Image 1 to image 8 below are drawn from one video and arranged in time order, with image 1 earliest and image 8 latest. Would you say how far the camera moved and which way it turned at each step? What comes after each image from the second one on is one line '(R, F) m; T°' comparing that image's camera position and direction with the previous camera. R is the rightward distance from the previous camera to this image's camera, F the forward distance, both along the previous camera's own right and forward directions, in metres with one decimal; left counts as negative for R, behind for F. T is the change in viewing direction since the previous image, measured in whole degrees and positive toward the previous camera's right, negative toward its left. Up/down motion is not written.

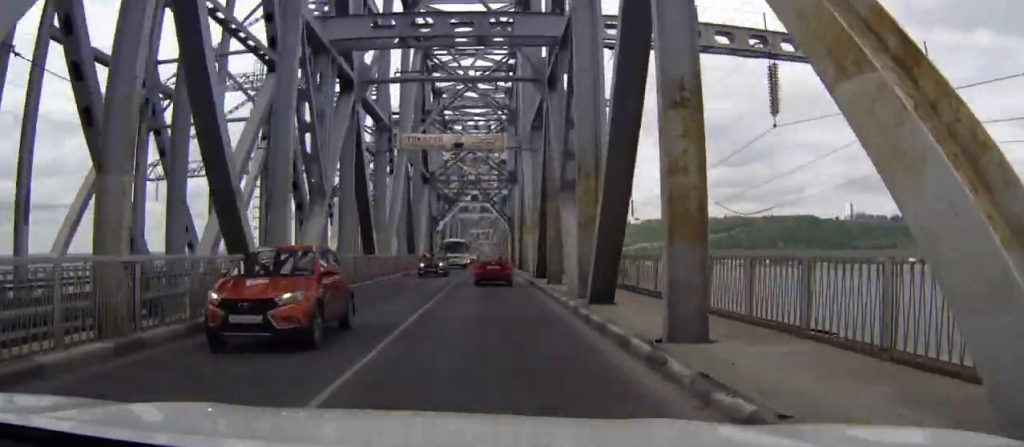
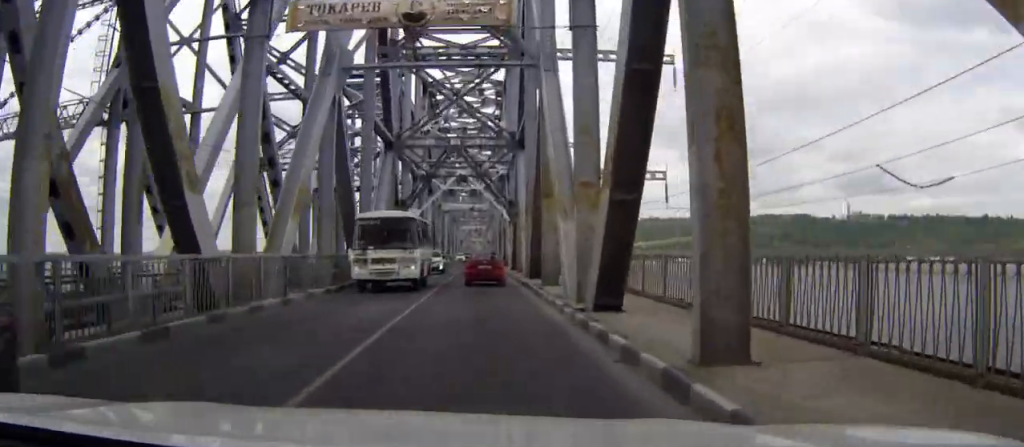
(0.0, +21.8) m; -1°
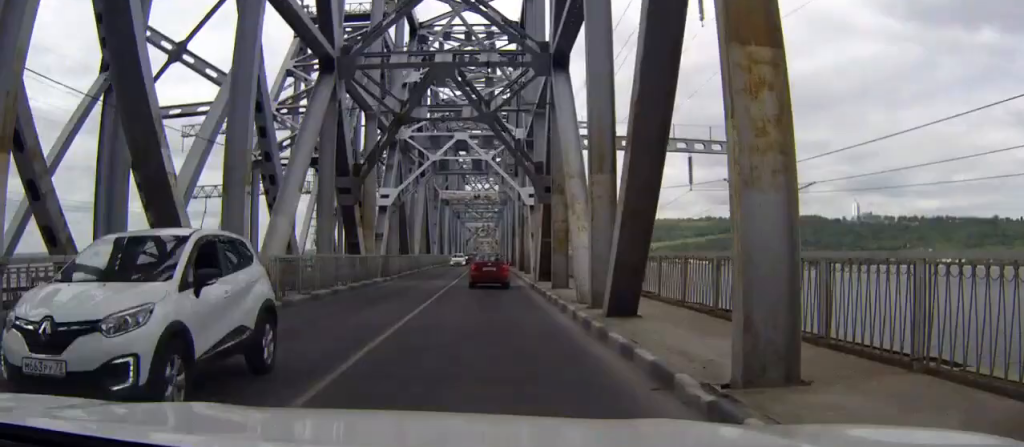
(-0.1, +20.7) m; 0°
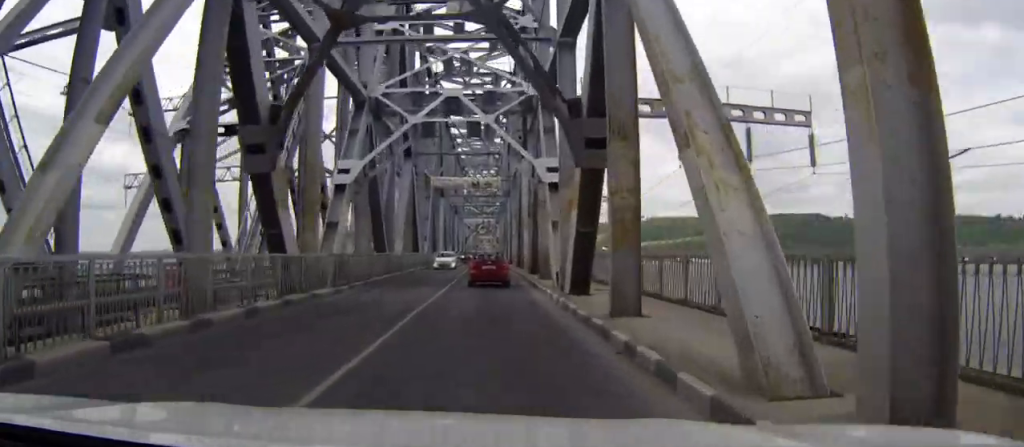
(0.0, +12.3) m; 0°
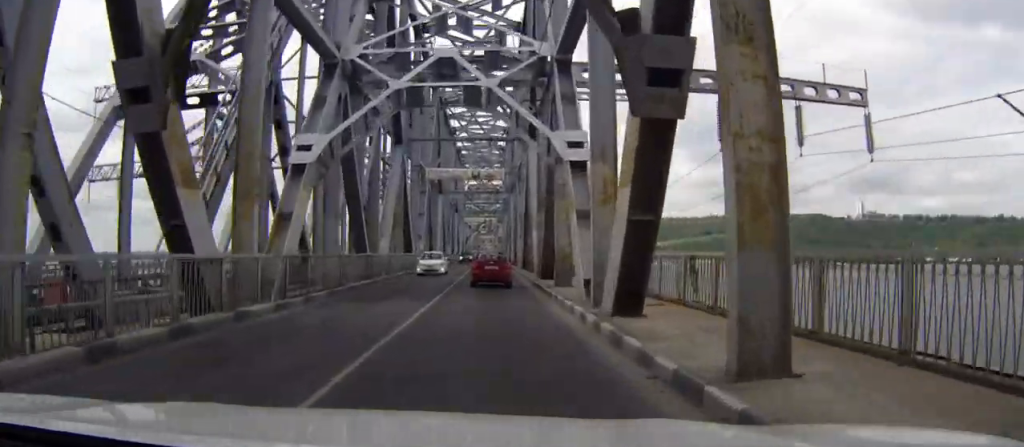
(0.0, +7.0) m; 0°
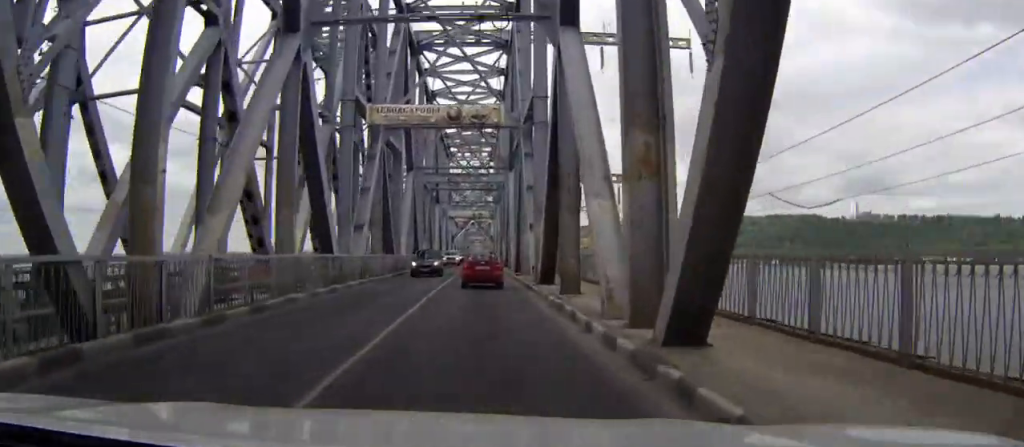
(0.0, +25.0) m; +2°
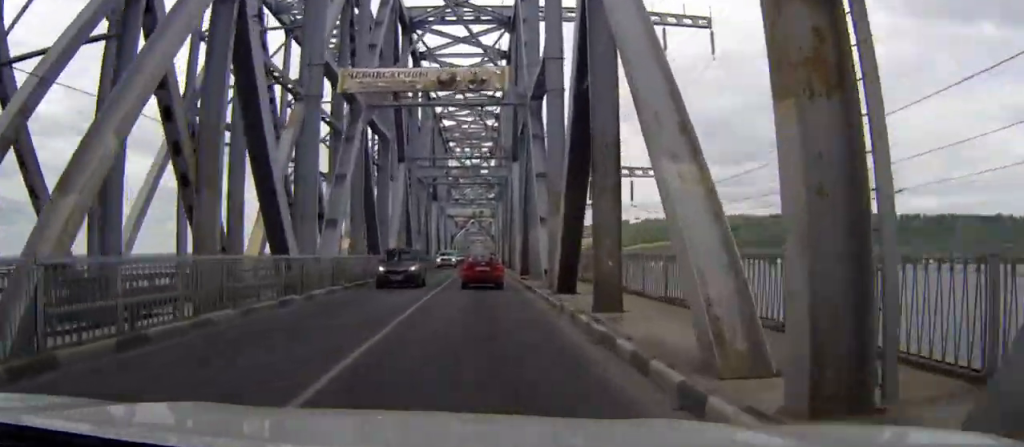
(+0.3, +6.5) m; 0°
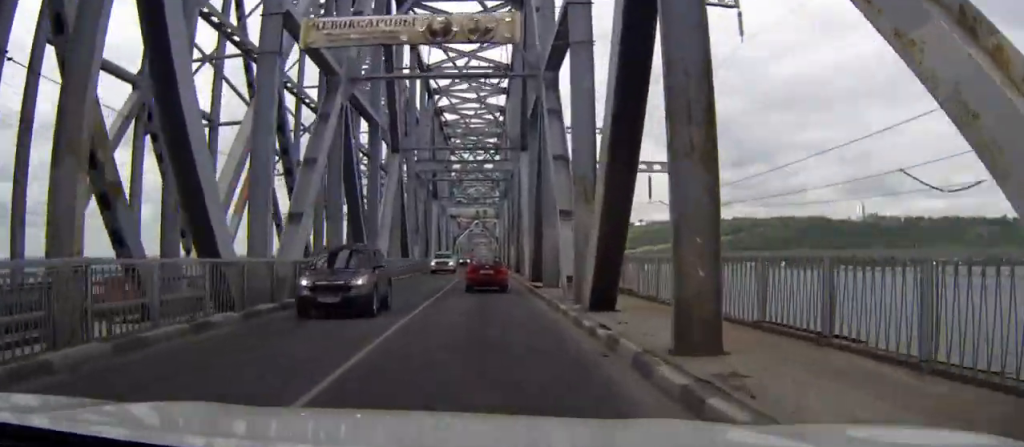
(+0.2, +6.1) m; 0°
